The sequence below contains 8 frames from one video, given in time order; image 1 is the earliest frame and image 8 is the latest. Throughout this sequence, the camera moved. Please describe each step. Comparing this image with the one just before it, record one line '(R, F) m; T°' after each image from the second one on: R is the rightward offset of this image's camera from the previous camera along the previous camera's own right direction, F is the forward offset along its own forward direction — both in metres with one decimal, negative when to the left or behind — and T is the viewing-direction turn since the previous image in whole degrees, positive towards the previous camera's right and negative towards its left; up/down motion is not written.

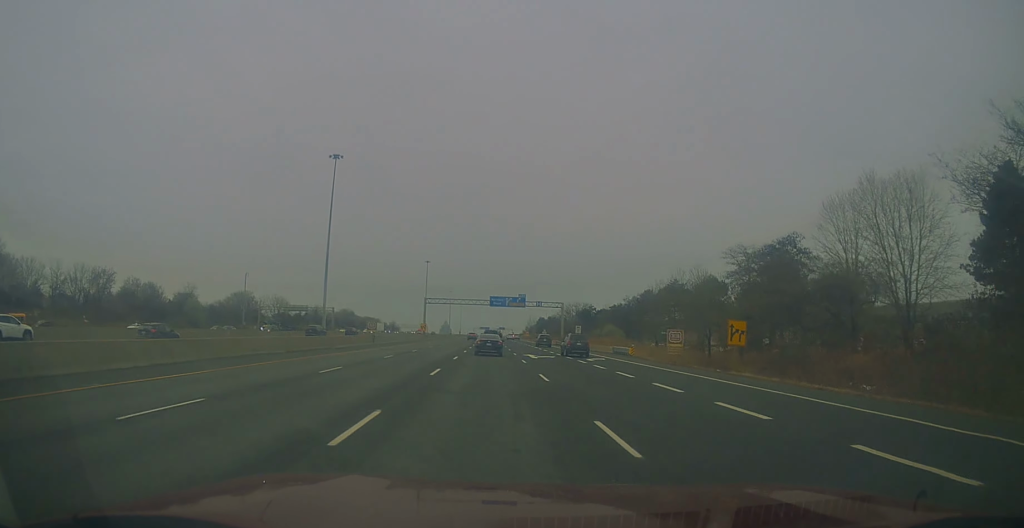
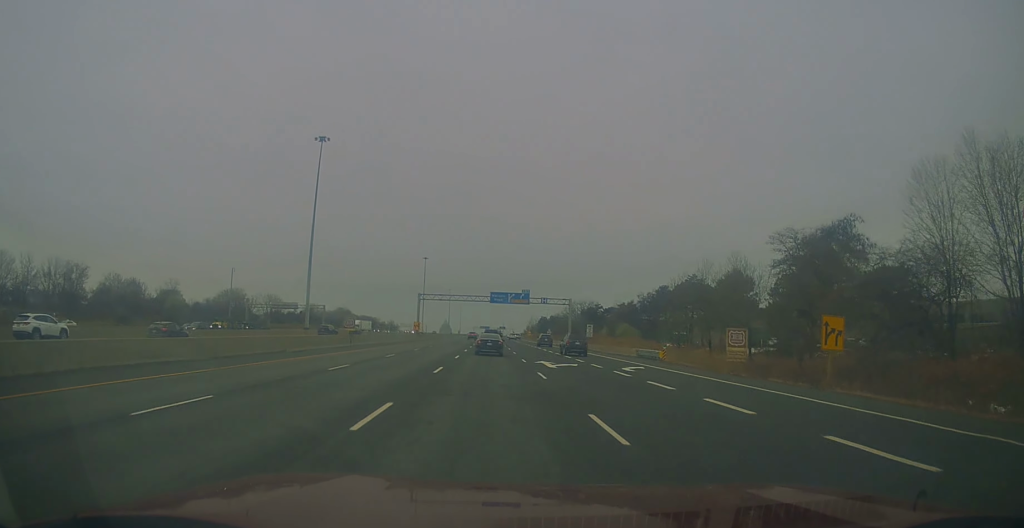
(+0.1, +11.0) m; 0°
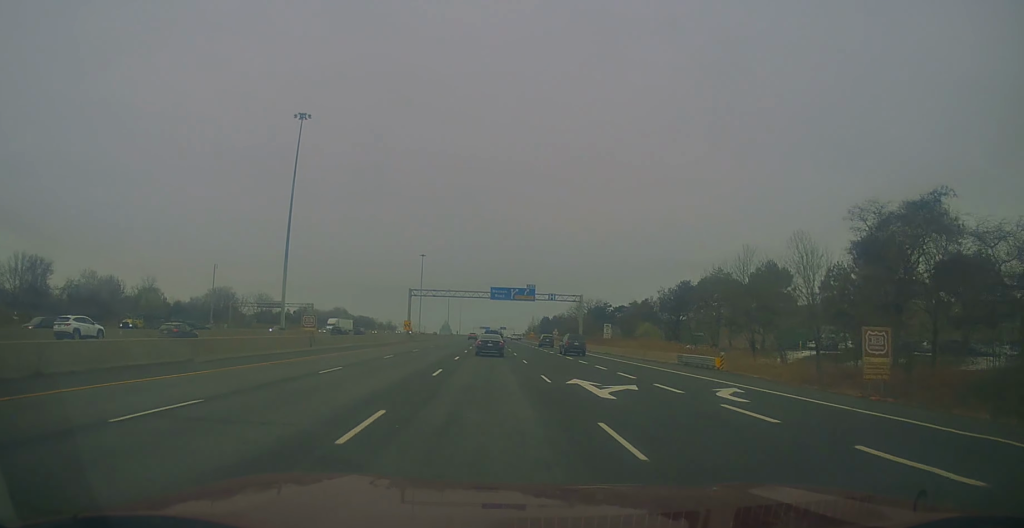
(+0.1, +12.8) m; -1°
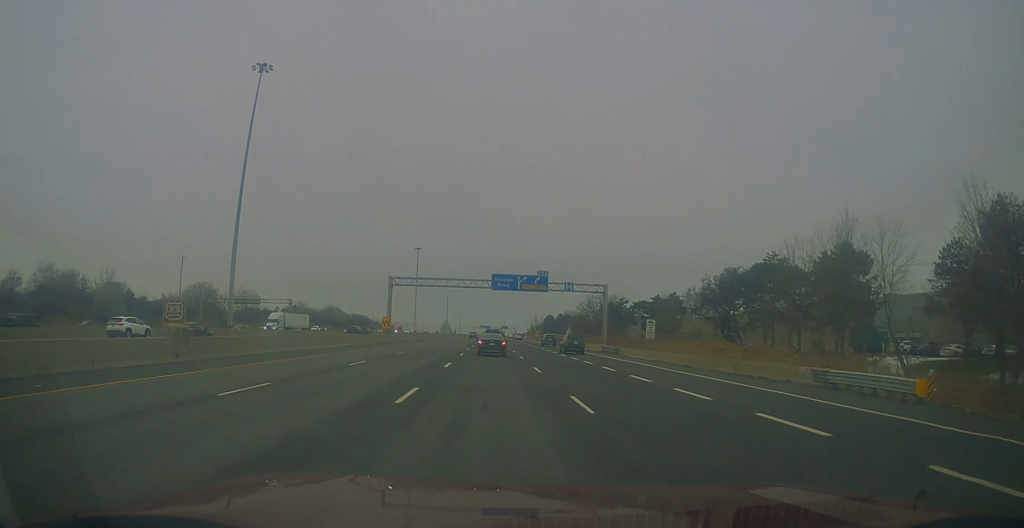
(-0.5, +19.8) m; -1°
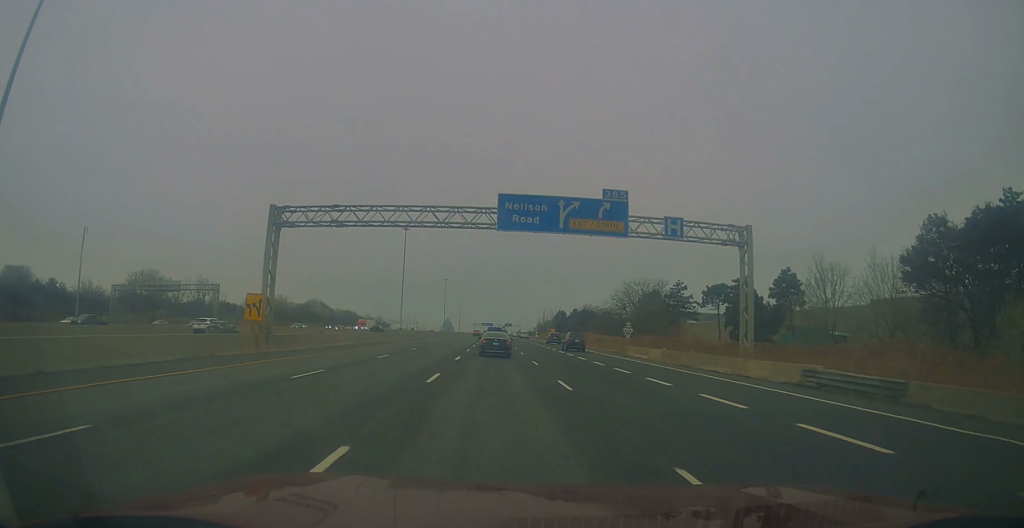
(-0.1, +43.7) m; 0°
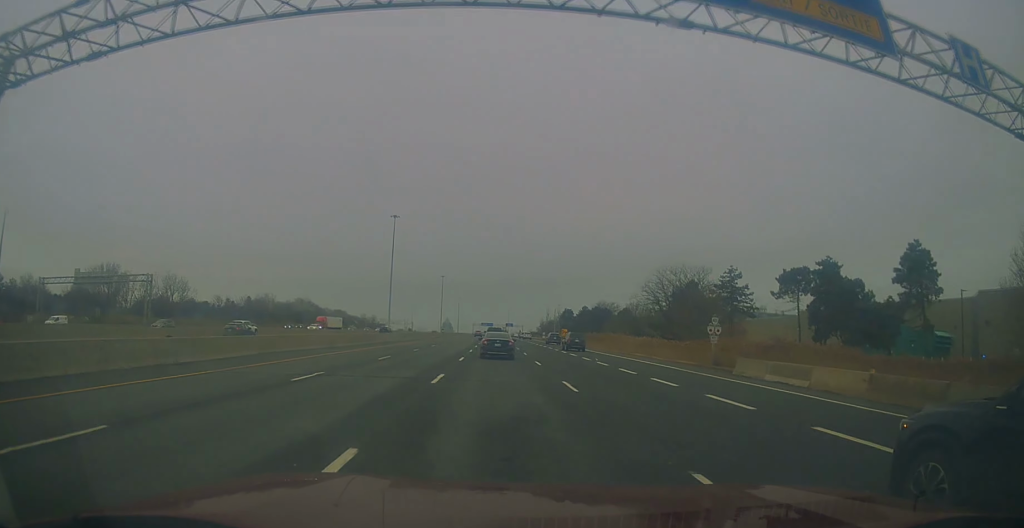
(0.0, +24.6) m; 0°
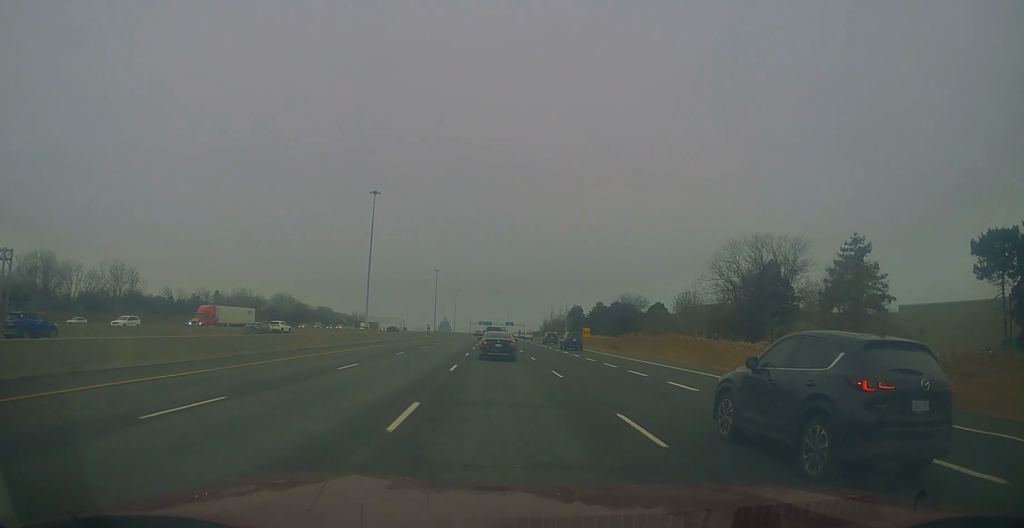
(-0.1, +31.9) m; +1°
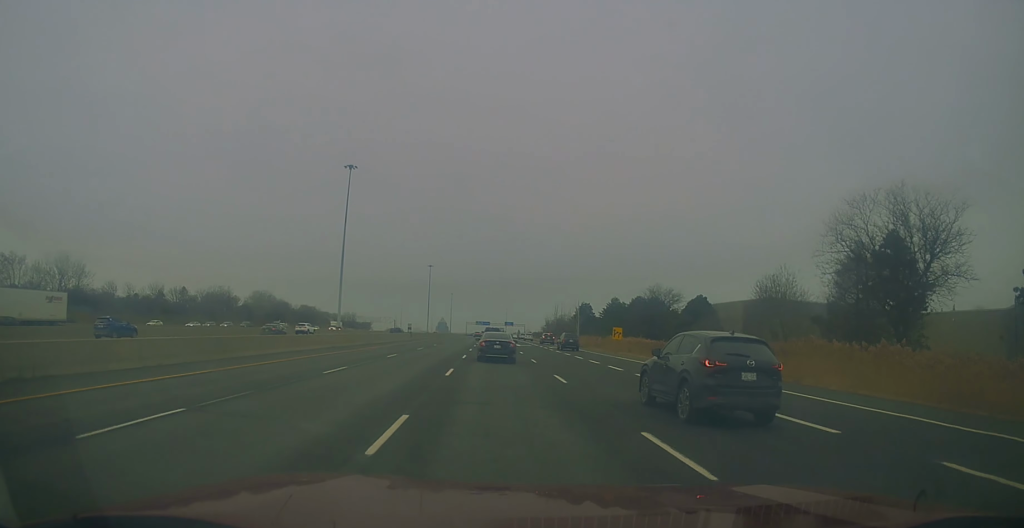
(+0.3, +26.2) m; +1°
